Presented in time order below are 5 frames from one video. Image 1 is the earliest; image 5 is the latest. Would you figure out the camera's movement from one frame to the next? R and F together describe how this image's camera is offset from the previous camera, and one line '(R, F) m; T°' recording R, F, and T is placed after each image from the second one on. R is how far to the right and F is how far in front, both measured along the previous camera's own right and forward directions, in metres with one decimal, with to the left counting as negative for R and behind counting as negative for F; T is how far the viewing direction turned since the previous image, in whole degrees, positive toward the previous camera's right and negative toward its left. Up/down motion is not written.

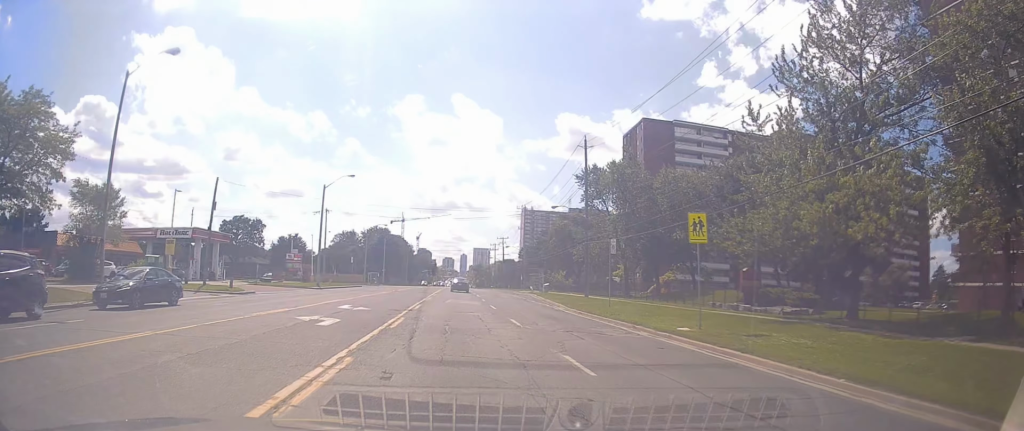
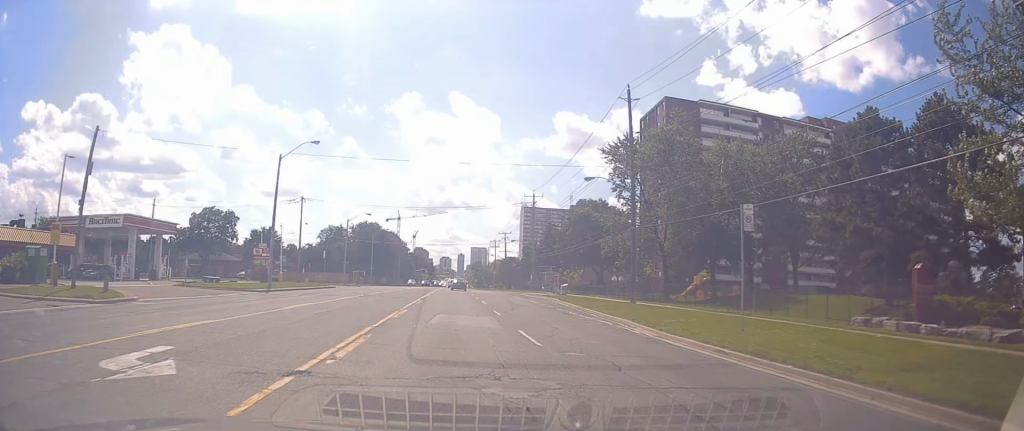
(-0.1, +14.1) m; +2°
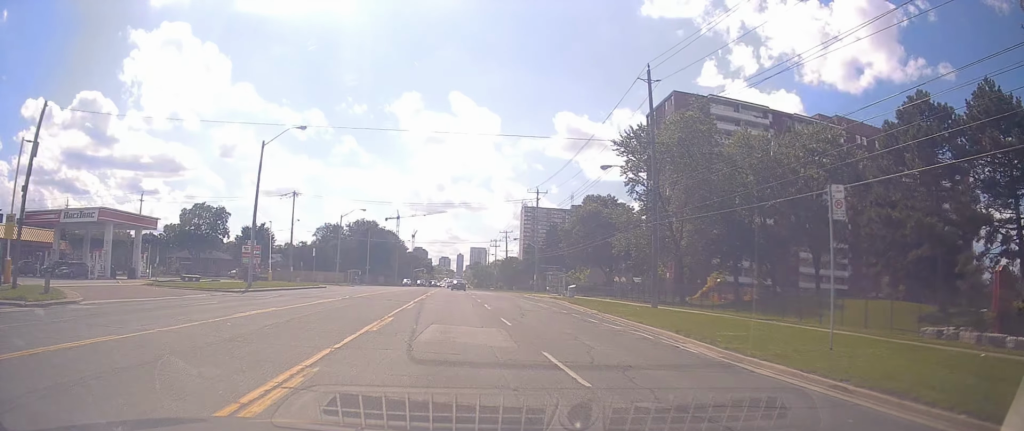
(0.0, +3.9) m; +1°
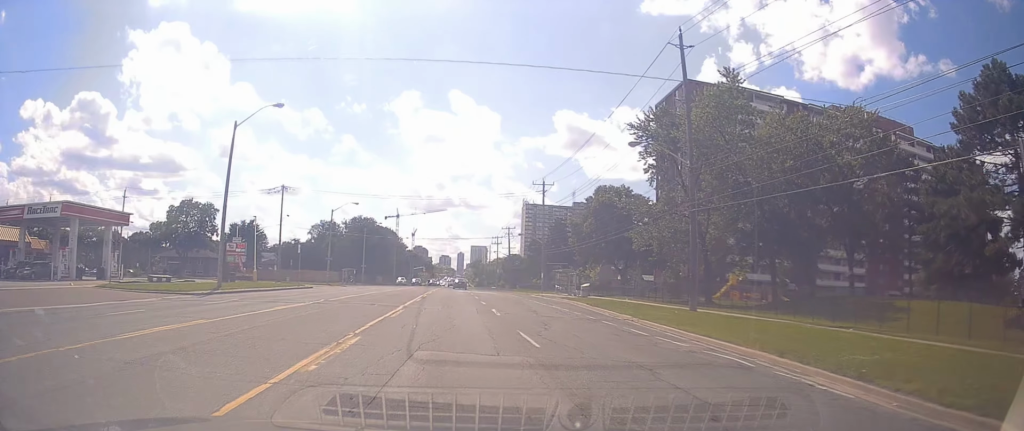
(+0.4, +4.7) m; +1°
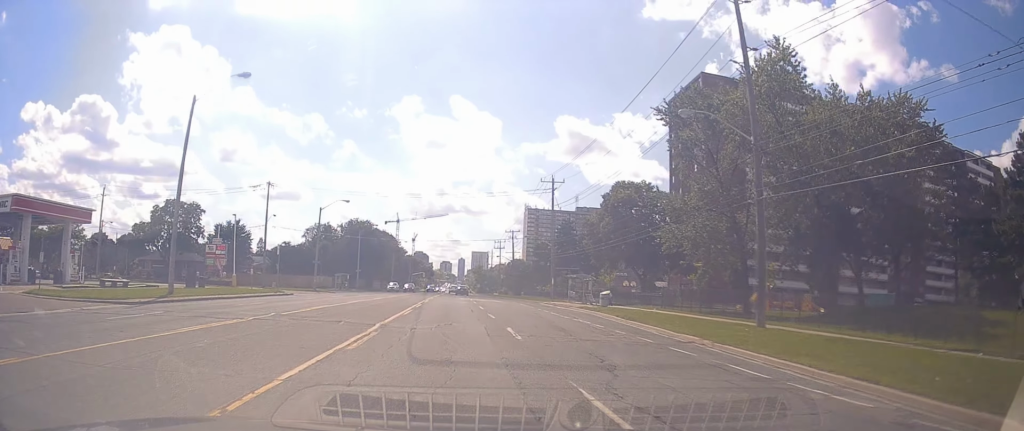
(0.0, +5.2) m; -1°
